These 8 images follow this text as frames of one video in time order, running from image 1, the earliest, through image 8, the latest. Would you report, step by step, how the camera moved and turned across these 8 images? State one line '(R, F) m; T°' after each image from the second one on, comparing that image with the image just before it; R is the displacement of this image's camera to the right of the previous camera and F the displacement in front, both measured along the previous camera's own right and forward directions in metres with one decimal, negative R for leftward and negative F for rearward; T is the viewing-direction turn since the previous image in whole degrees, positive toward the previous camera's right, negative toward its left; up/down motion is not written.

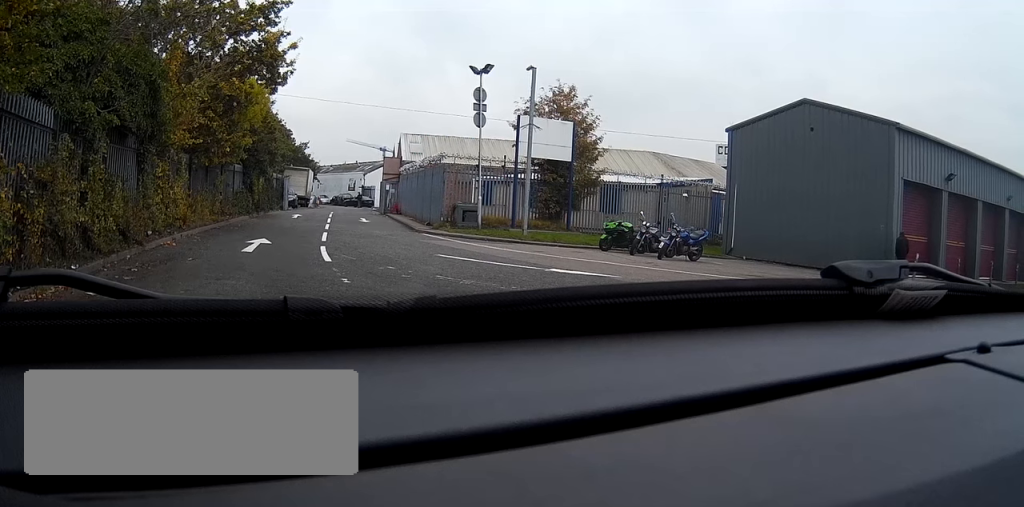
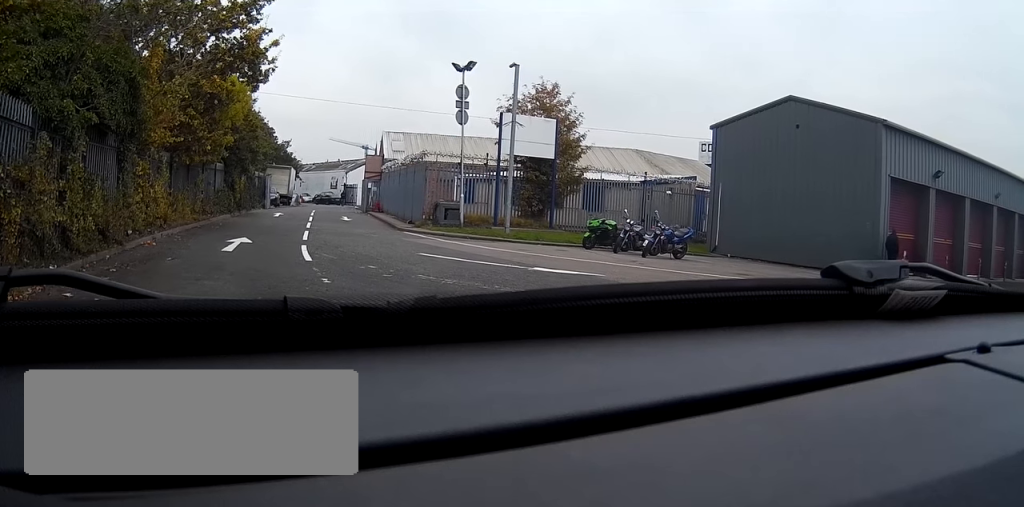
(0.0, 0.0) m; 0°
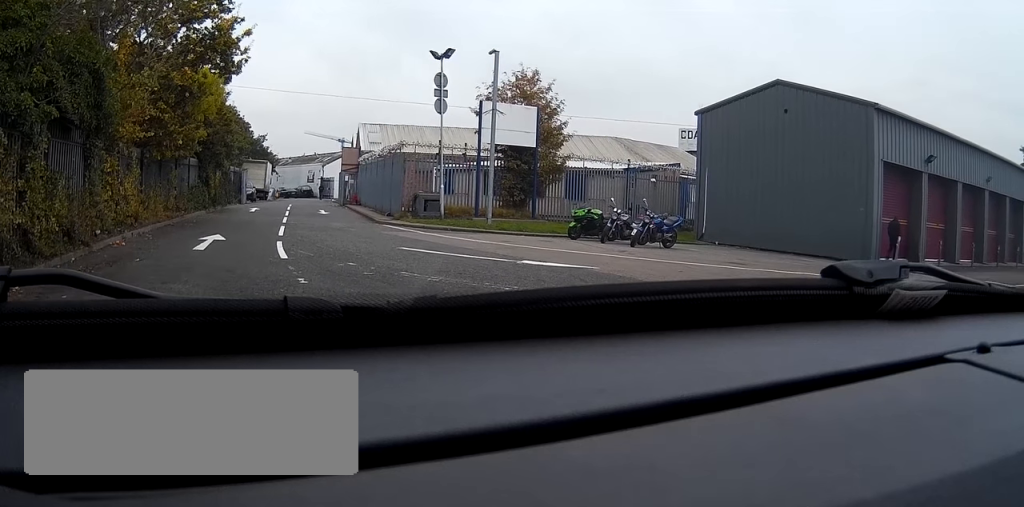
(0.0, +0.4) m; 0°
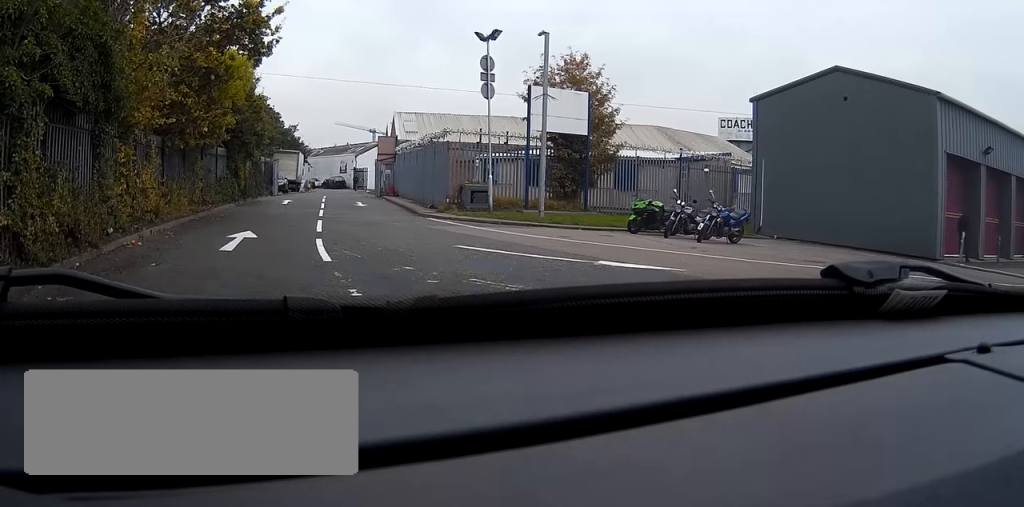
(0.0, +1.2) m; 0°
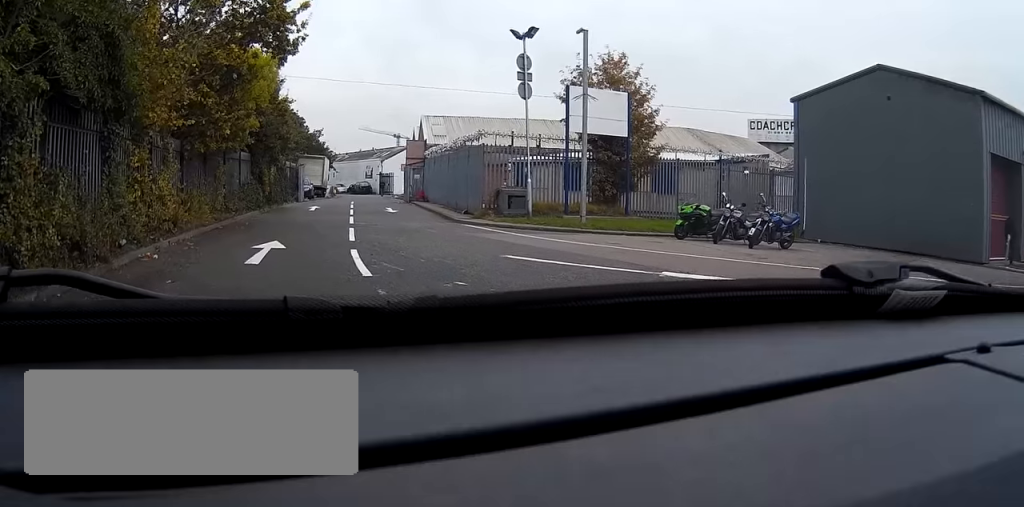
(0.0, +0.9) m; 0°
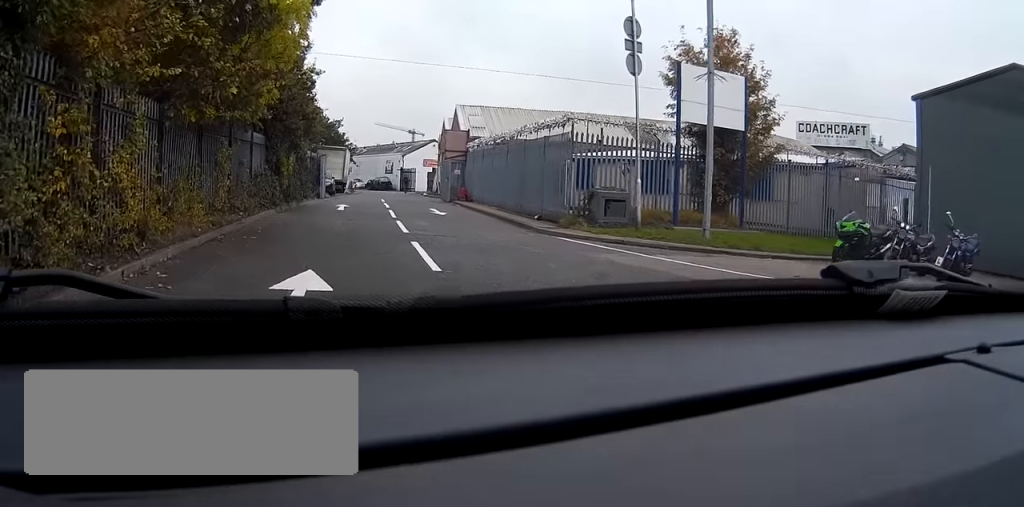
(0.0, +5.1) m; +2°
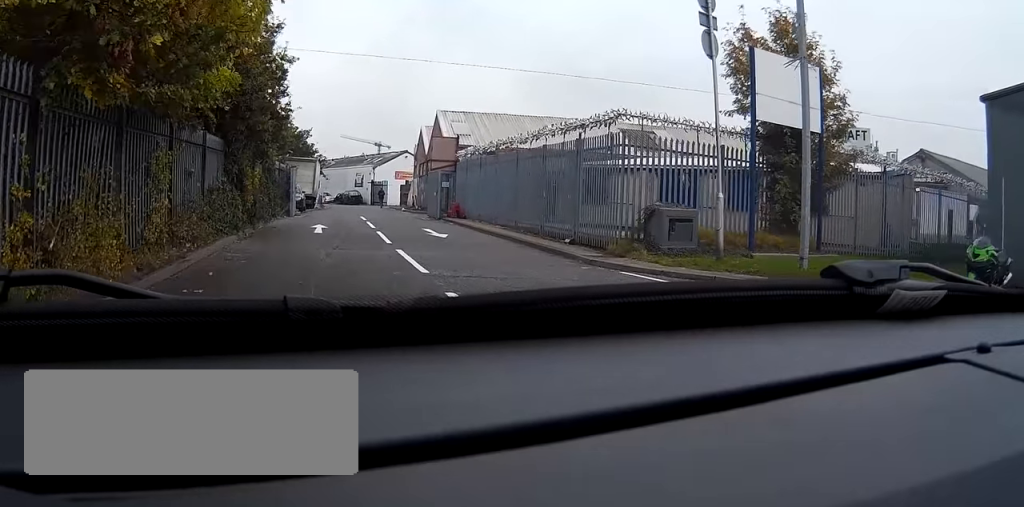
(+0.1, +4.6) m; +4°
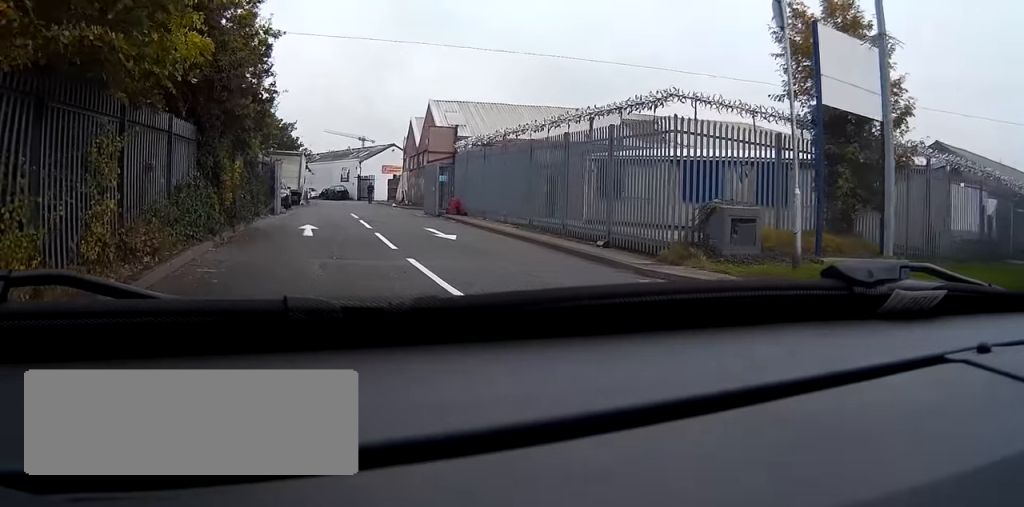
(0.0, +2.5) m; +2°
